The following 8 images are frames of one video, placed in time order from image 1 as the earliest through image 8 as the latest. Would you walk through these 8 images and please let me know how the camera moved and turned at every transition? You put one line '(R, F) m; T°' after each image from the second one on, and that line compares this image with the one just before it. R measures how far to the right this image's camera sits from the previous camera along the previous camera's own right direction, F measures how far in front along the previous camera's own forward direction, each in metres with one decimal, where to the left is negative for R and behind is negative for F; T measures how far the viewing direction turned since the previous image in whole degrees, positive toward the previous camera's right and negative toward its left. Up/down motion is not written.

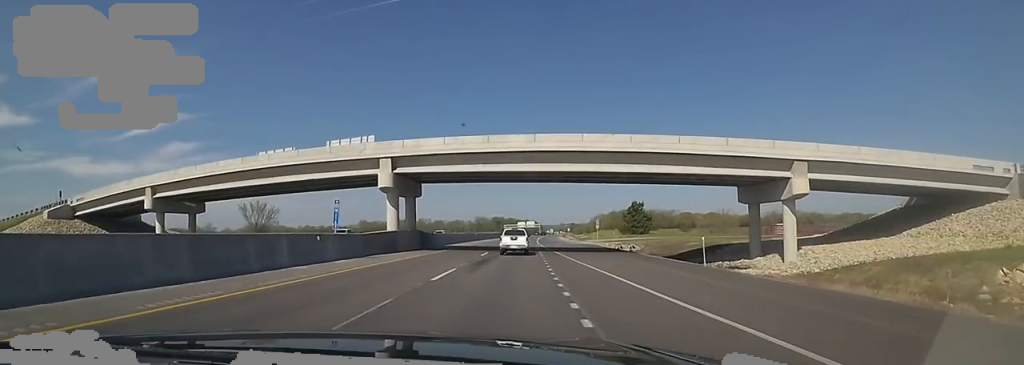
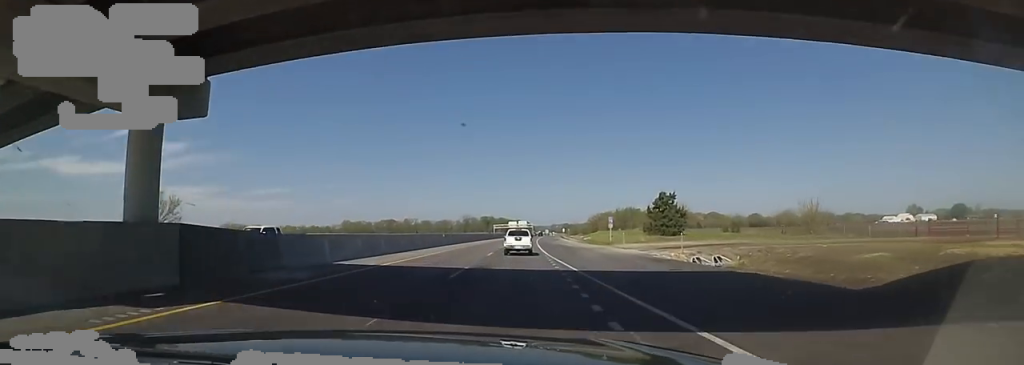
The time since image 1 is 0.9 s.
(+0.8, +29.5) m; +4°
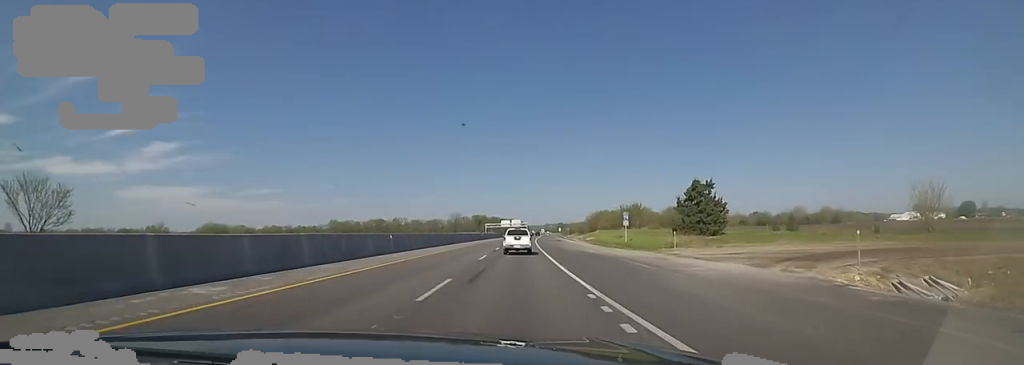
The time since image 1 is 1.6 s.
(+0.6, +20.3) m; +2°
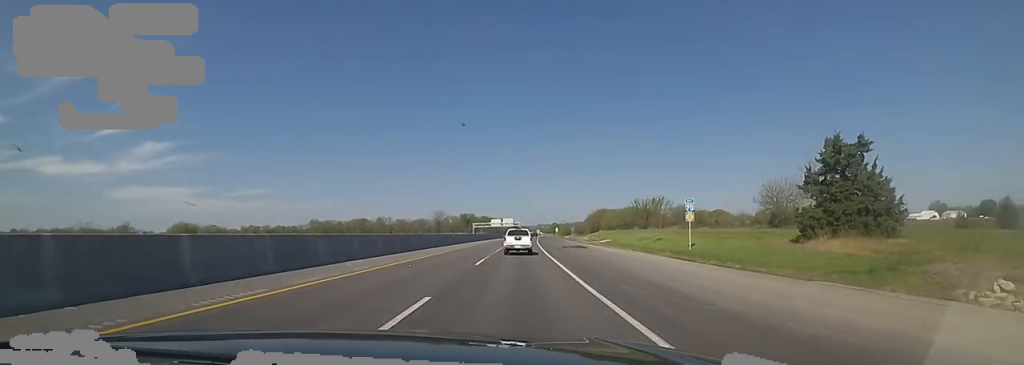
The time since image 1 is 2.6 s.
(+0.5, +34.7) m; 0°
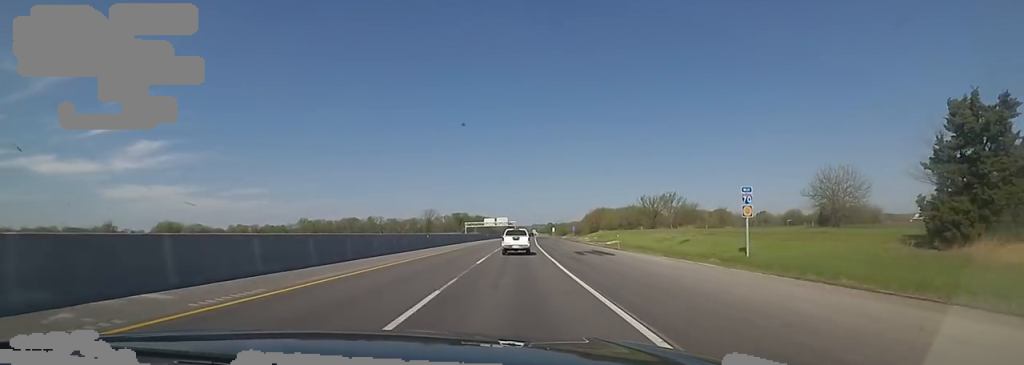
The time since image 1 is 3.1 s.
(-0.6, +14.3) m; 0°
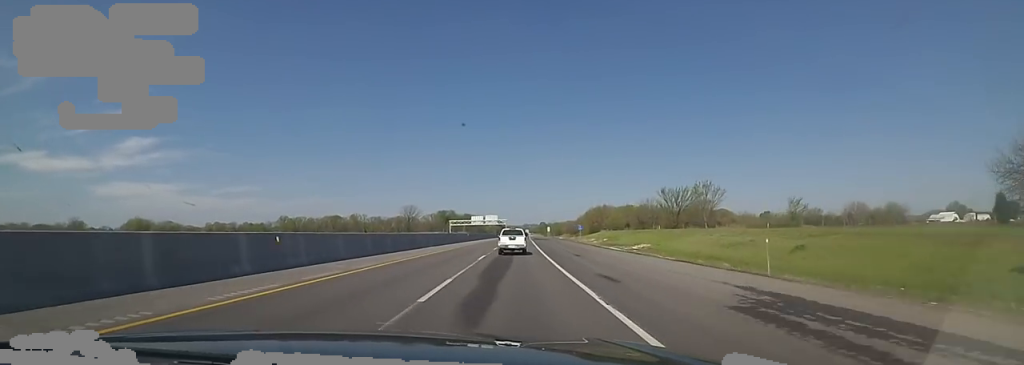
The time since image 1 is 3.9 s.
(+0.8, +27.6) m; 0°
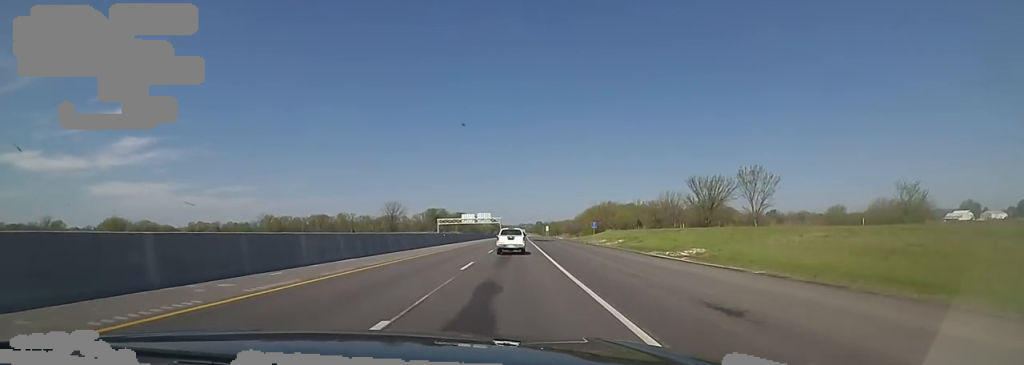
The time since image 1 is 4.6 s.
(-0.1, +22.1) m; 0°
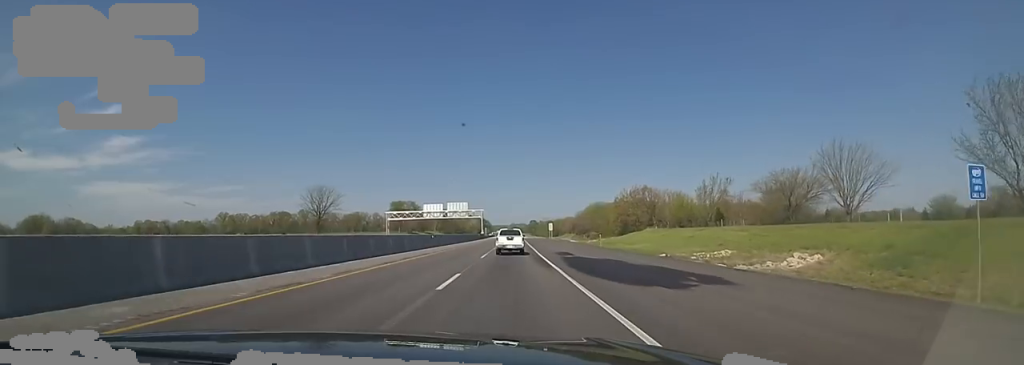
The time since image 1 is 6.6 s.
(+1.1, +67.1) m; +3°
